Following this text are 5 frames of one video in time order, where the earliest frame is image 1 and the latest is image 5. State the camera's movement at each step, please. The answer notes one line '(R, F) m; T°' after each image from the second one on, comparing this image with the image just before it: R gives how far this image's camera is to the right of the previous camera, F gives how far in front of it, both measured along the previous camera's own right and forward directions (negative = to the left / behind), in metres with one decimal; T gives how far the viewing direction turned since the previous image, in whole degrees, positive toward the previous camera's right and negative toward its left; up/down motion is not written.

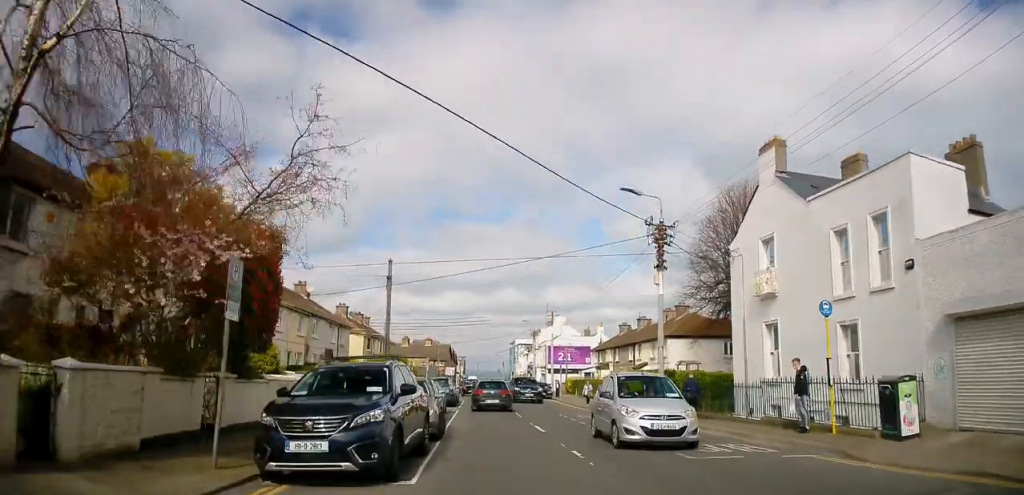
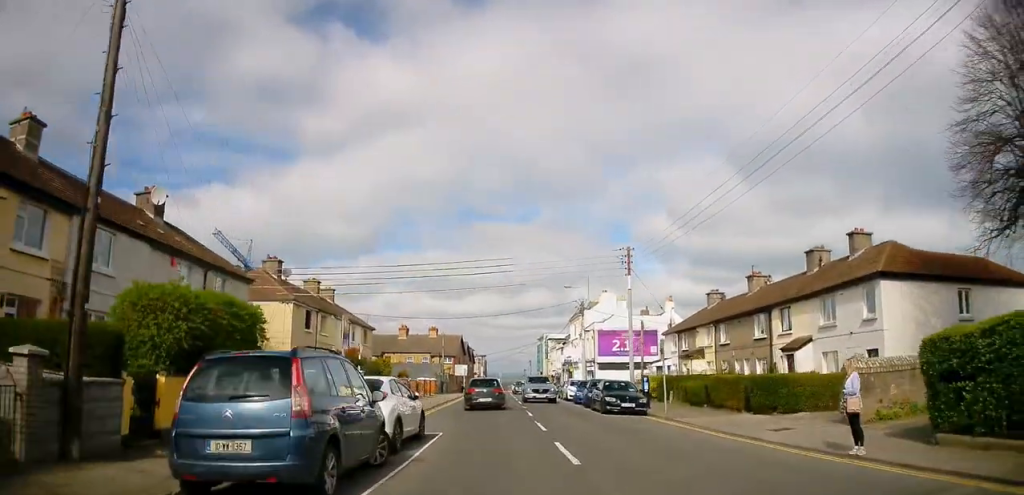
(-0.1, +27.1) m; -2°
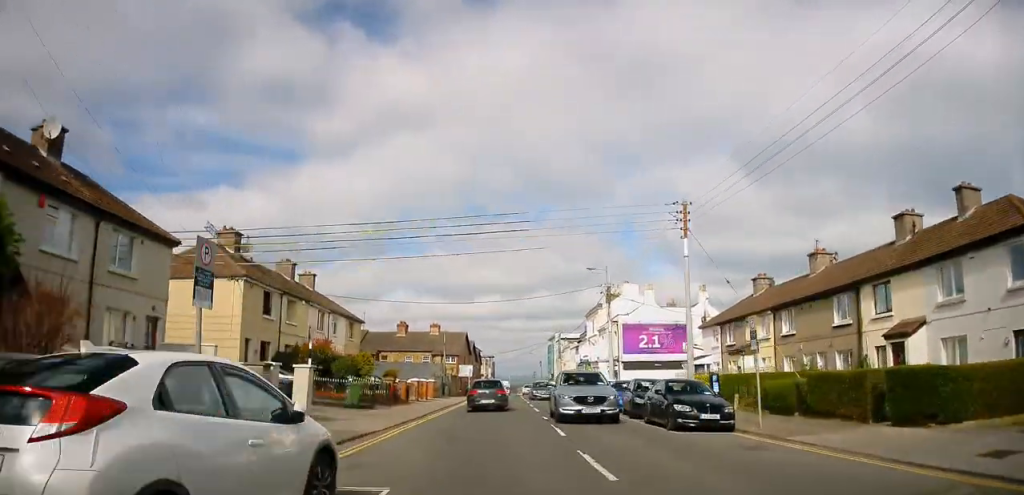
(0.0, +8.3) m; 0°
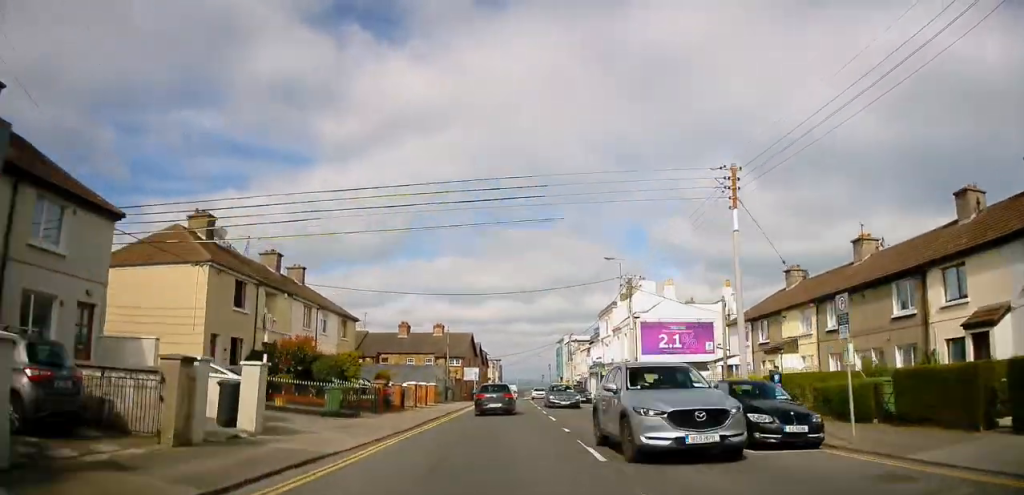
(0.0, +4.1) m; -1°
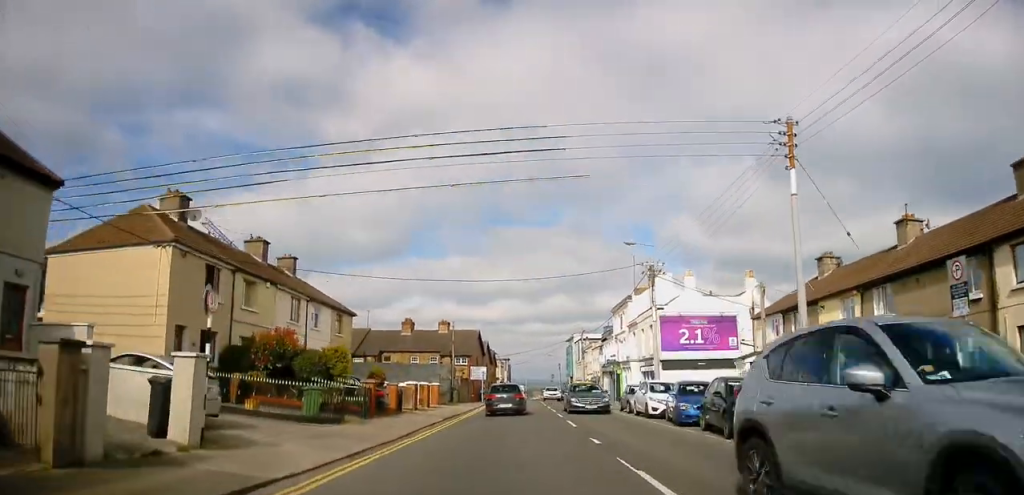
(+0.1, +3.5) m; -1°
